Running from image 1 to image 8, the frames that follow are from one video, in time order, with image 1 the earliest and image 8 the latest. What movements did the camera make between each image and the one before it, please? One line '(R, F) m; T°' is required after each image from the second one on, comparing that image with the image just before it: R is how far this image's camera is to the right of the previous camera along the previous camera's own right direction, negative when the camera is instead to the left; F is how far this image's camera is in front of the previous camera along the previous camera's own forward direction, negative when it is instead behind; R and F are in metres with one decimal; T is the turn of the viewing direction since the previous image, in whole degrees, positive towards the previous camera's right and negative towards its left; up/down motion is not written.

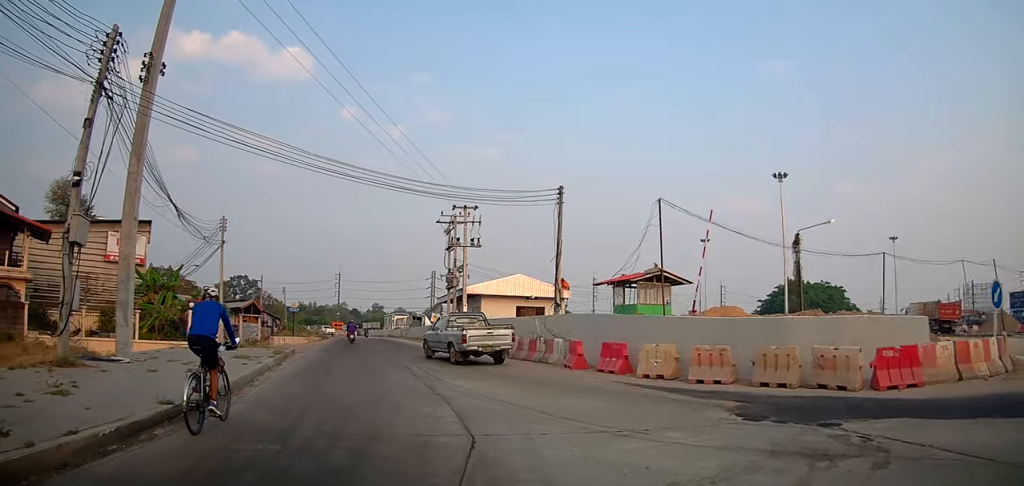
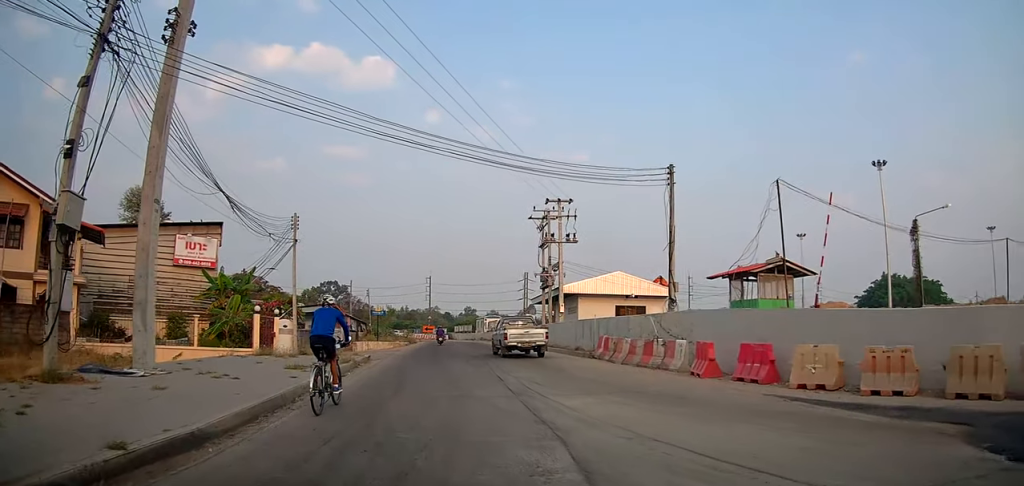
(-0.7, +2.1) m; -20°
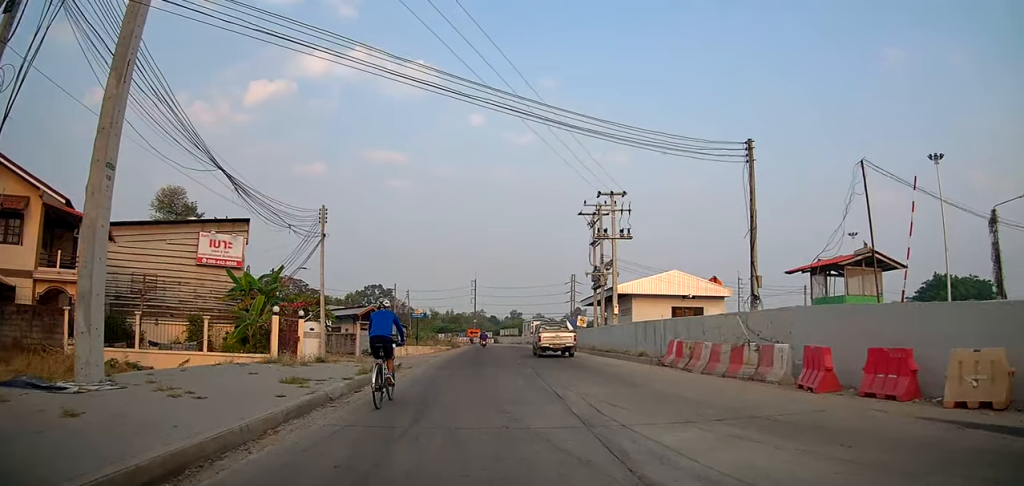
(-0.1, +2.4) m; -1°
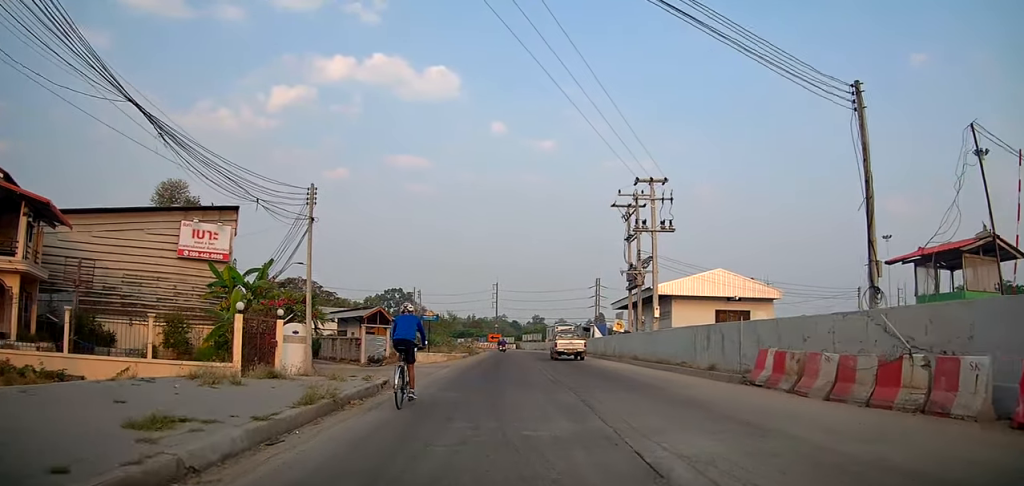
(0.0, +4.3) m; +2°
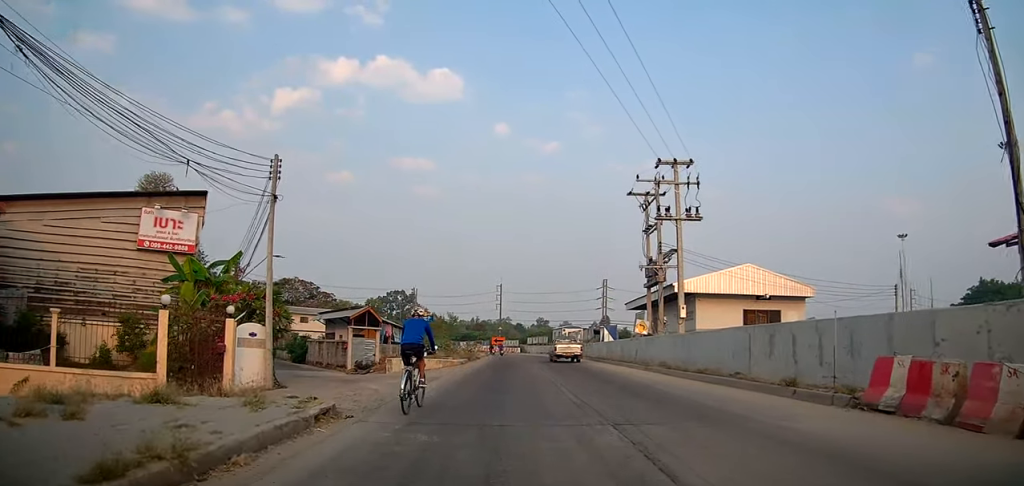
(+0.1, +3.9) m; 0°
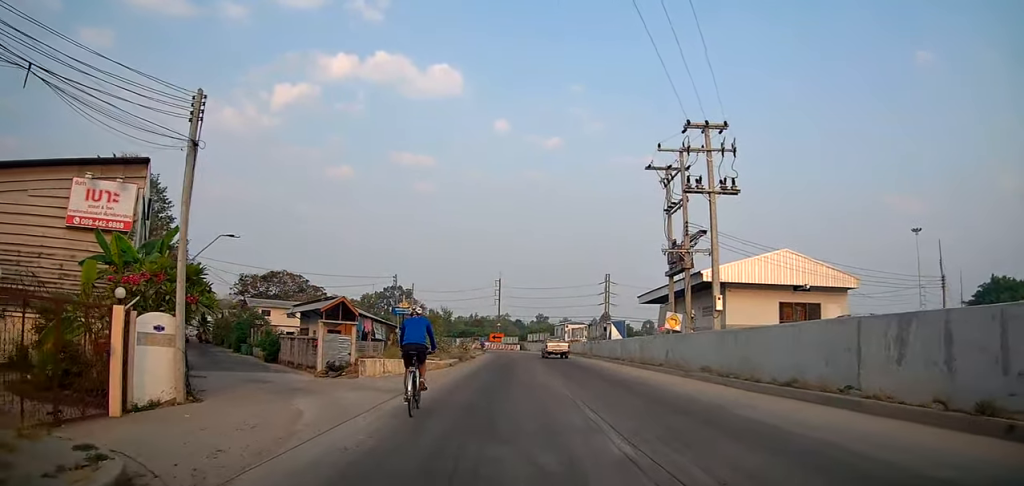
(0.0, +5.1) m; +2°
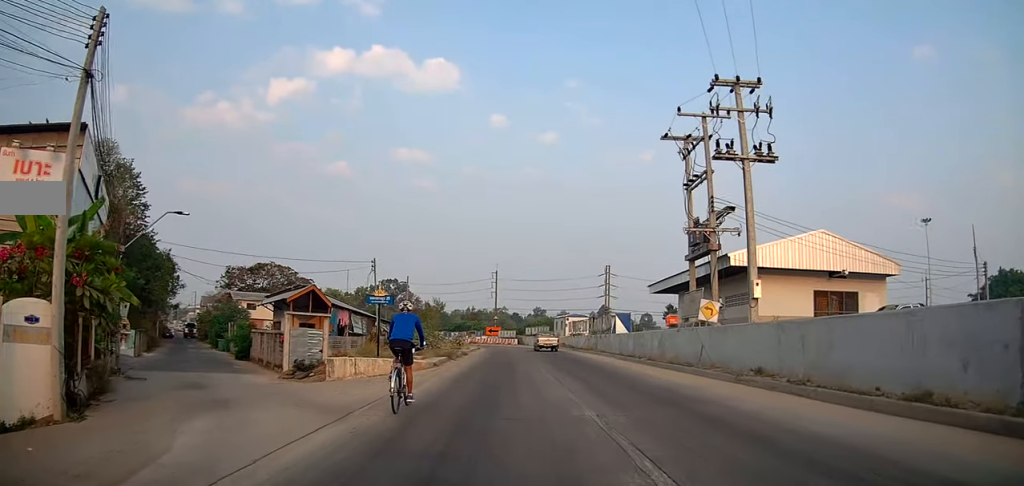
(+0.2, +4.0) m; -1°
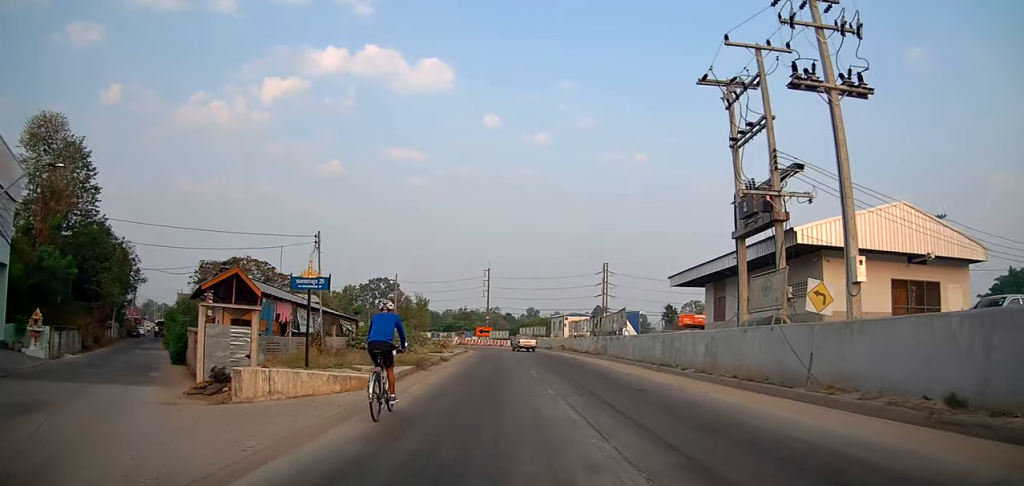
(-0.3, +6.7) m; 0°
